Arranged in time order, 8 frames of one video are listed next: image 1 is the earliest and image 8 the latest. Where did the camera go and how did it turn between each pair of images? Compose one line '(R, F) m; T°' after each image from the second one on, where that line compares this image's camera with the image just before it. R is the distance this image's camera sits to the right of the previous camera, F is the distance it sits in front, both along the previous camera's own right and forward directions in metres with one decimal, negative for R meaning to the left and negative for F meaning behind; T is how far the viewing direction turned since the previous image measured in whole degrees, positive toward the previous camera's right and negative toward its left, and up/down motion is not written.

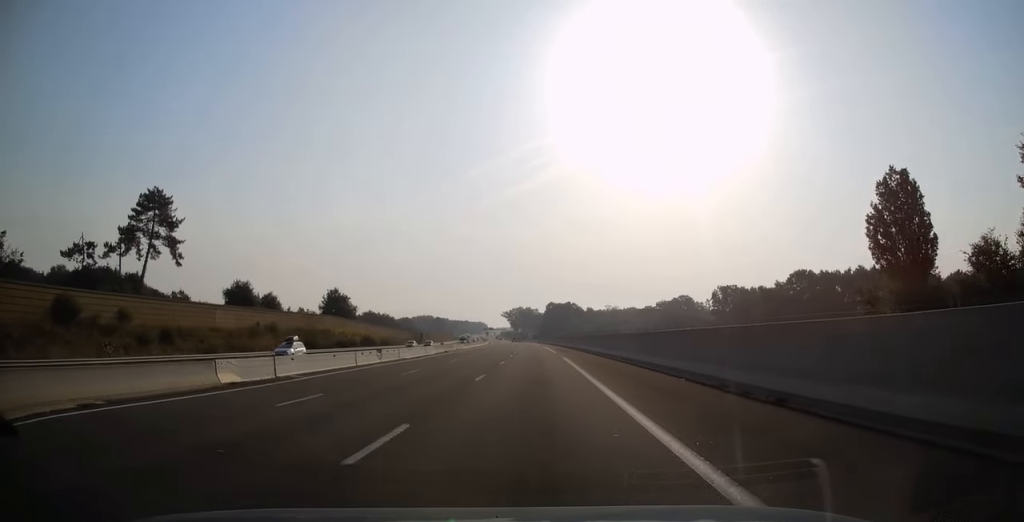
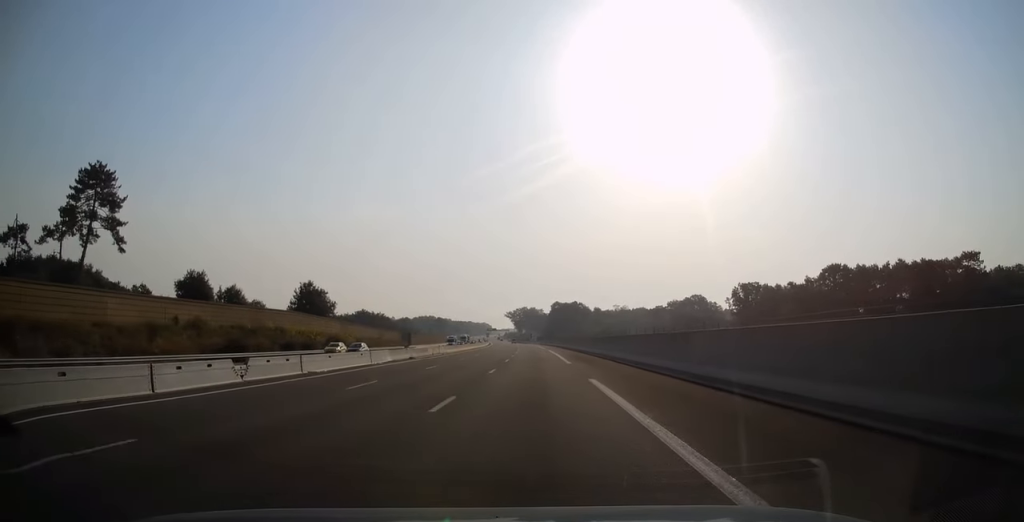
(-0.1, +21.1) m; -1°
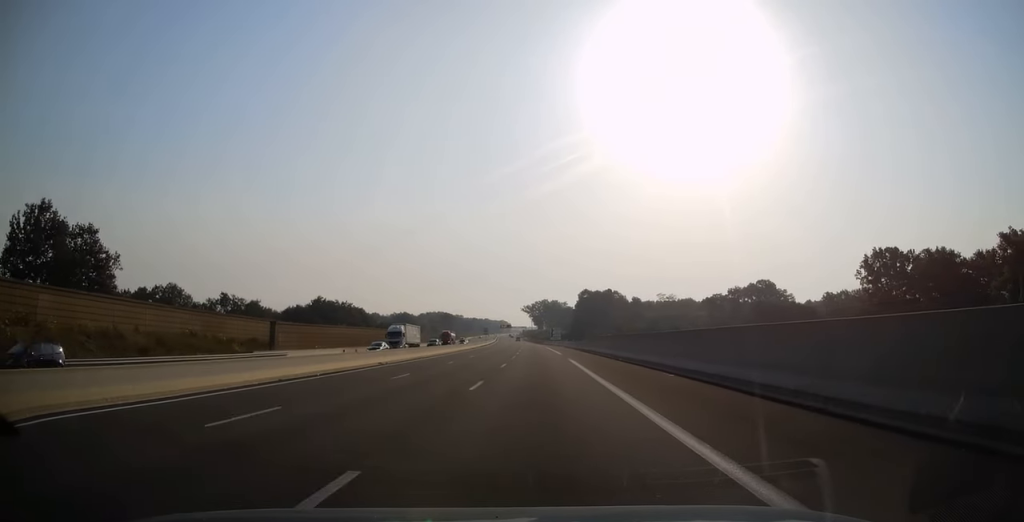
(-1.6, +86.5) m; -2°
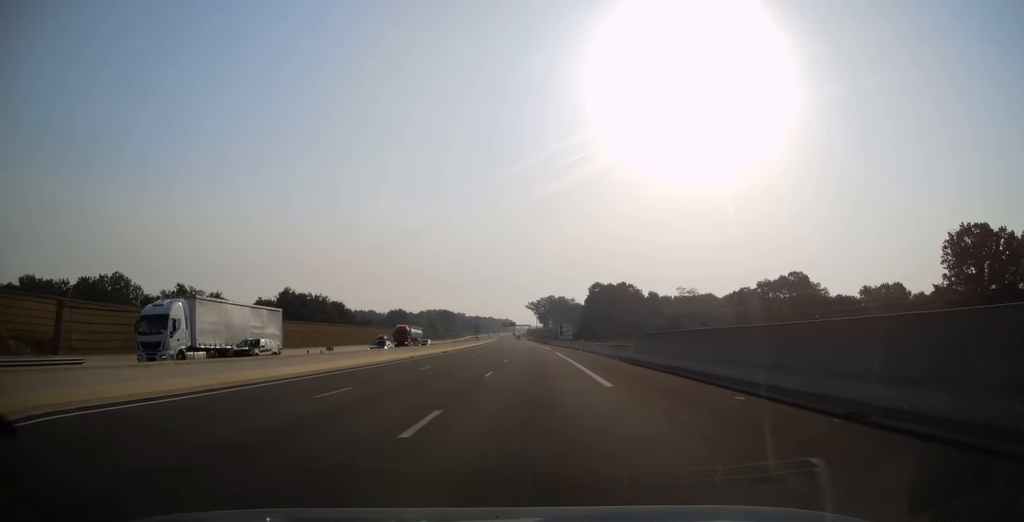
(-0.4, +34.0) m; -1°
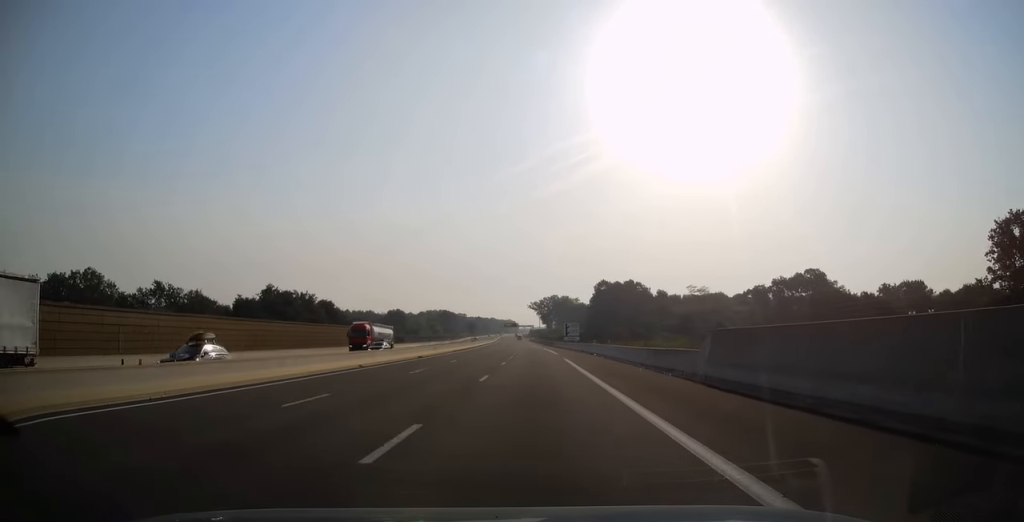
(-0.1, +14.8) m; 0°
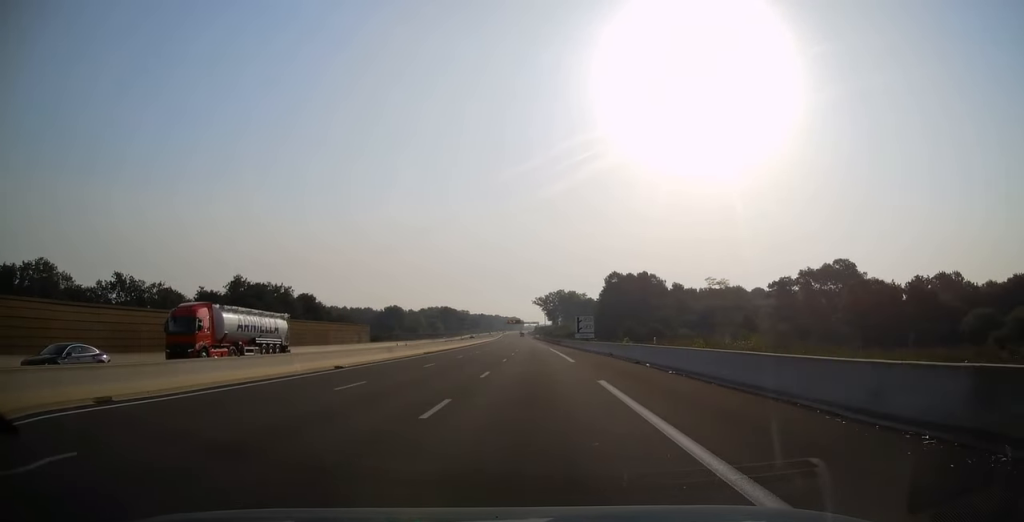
(0.0, +22.6) m; 0°
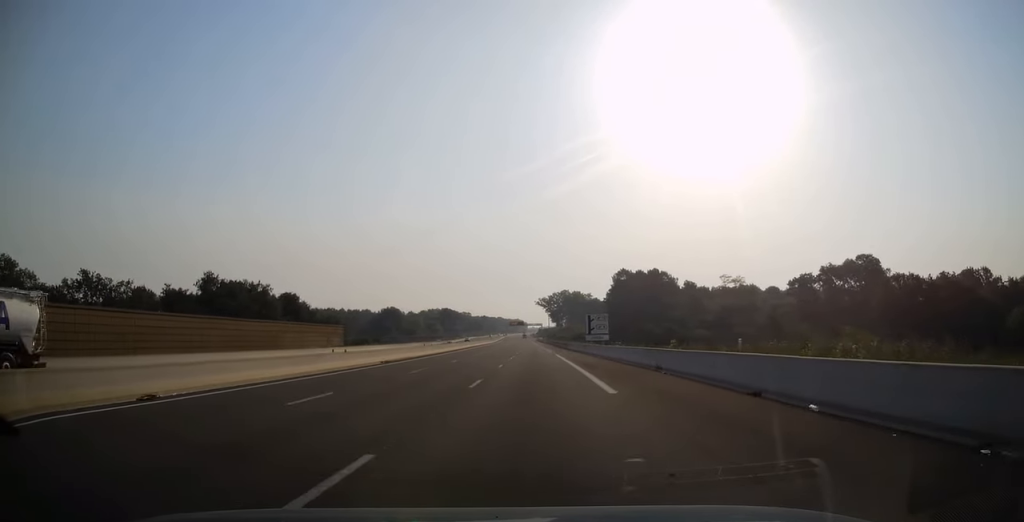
(0.0, +16.1) m; 0°
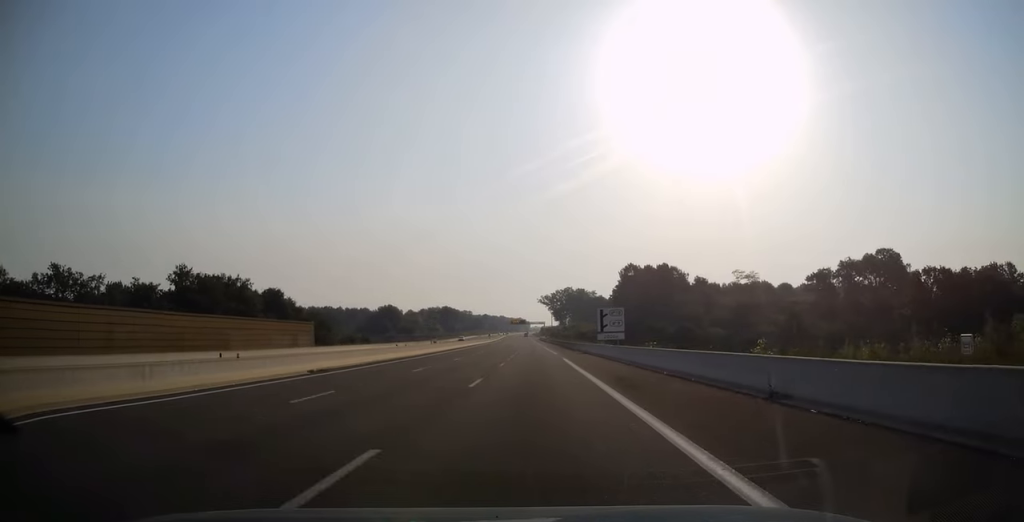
(+0.1, +12.7) m; 0°
